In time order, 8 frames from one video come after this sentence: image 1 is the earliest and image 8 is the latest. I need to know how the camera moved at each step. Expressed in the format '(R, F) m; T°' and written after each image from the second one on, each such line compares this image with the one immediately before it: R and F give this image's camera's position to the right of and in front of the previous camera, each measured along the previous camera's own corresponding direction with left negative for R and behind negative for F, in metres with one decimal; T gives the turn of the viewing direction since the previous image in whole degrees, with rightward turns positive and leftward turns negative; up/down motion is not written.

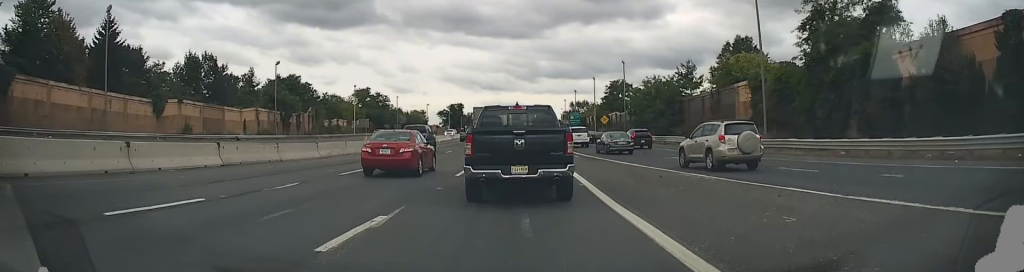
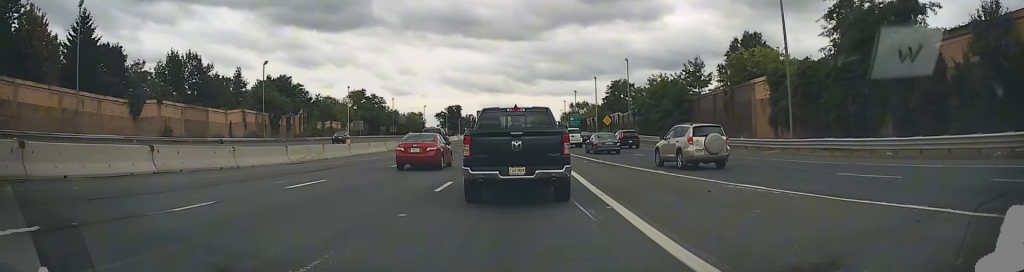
(0.0, +4.5) m; 0°
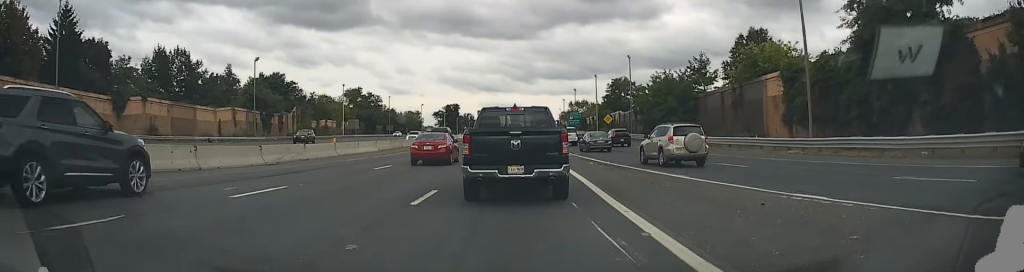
(0.0, +3.0) m; 0°
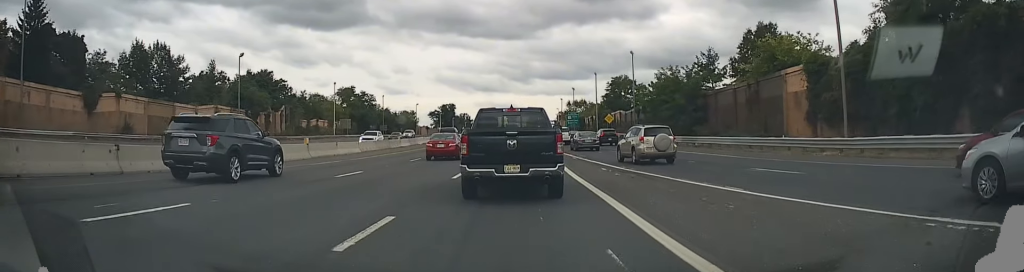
(0.0, +4.7) m; 0°
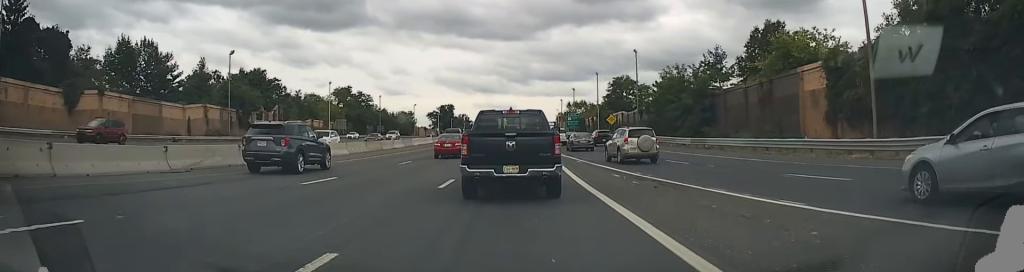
(0.0, +3.1) m; 0°
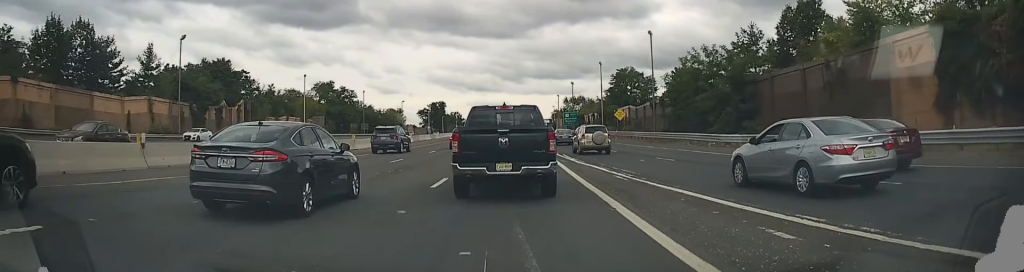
(-0.2, +12.6) m; -1°
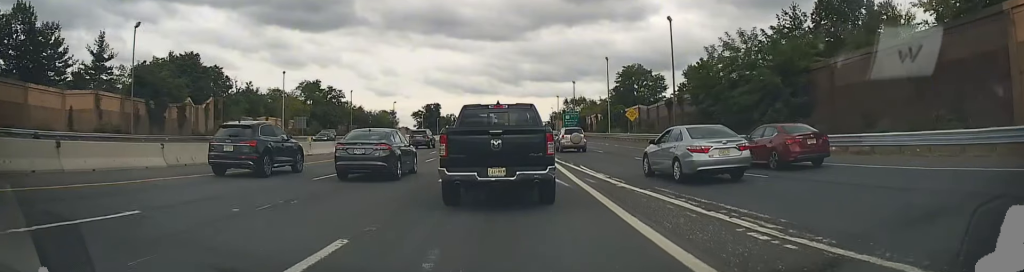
(0.0, +10.4) m; +2°
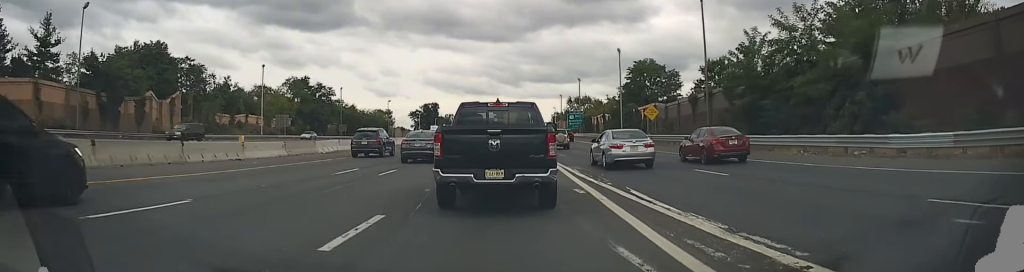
(+0.5, +10.3) m; +3°
